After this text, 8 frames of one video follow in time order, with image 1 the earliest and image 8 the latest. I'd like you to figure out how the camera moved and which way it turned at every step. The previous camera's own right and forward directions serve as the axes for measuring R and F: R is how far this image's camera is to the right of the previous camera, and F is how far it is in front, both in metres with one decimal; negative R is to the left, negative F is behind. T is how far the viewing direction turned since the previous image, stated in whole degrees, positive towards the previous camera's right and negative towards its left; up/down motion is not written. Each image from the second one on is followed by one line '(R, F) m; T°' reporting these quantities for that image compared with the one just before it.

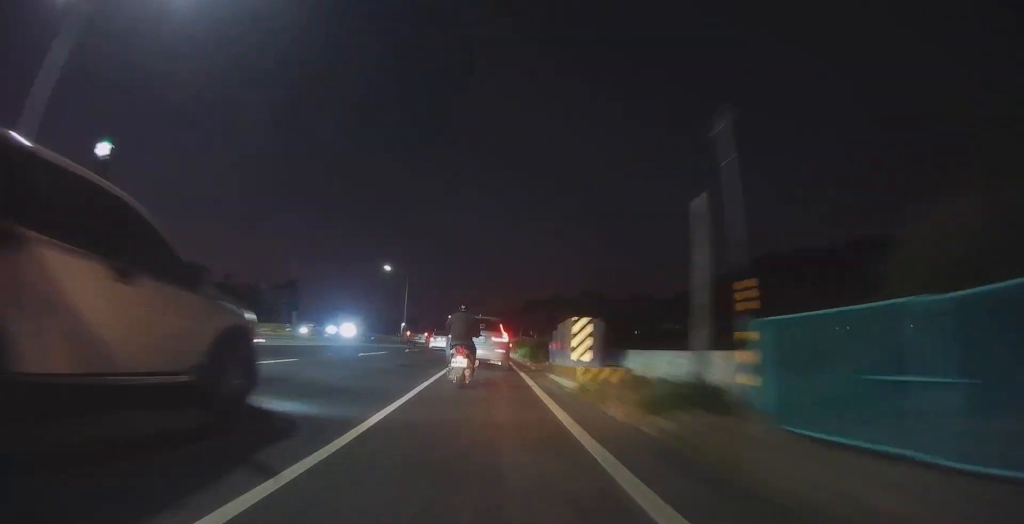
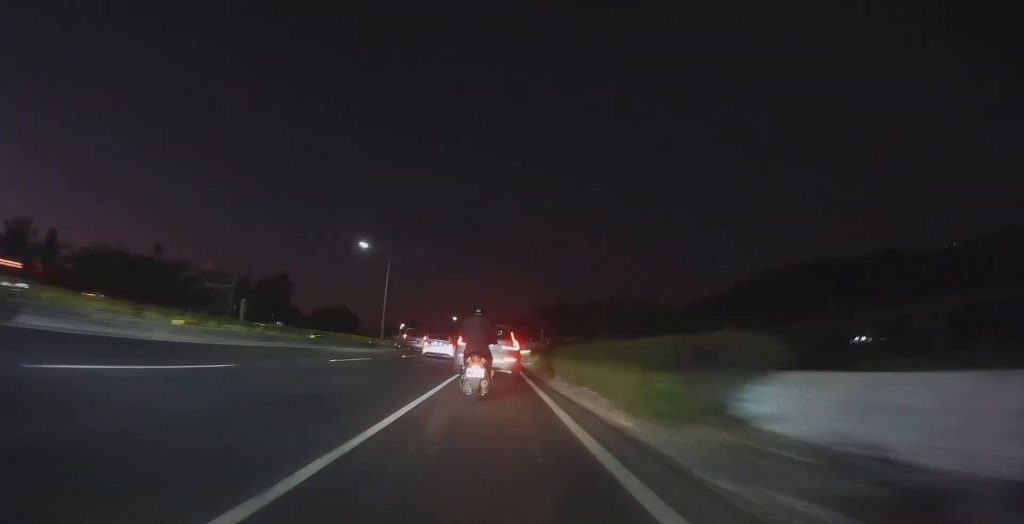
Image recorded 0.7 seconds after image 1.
(0.0, +13.6) m; +2°
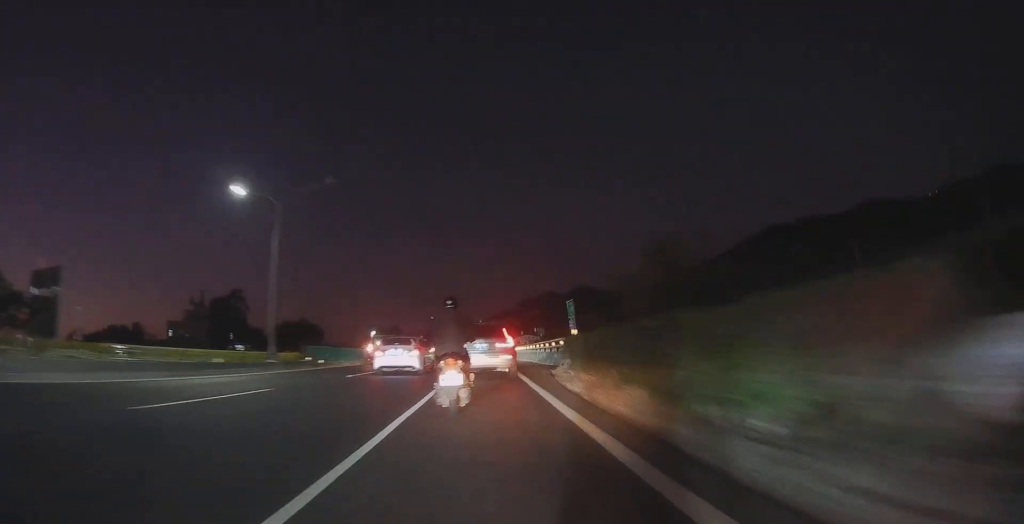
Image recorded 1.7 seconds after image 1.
(+0.7, +17.8) m; 0°
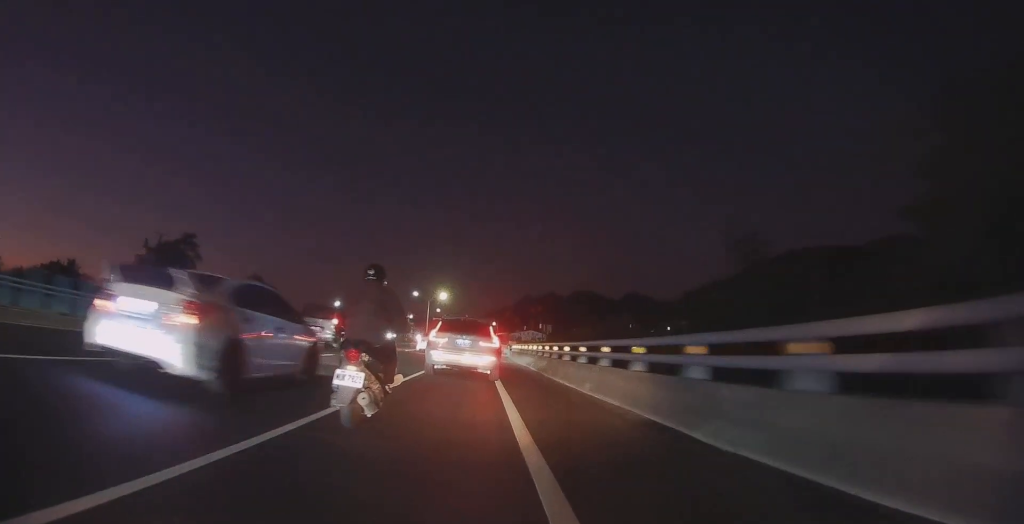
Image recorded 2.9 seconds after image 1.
(-0.9, +24.2) m; -2°
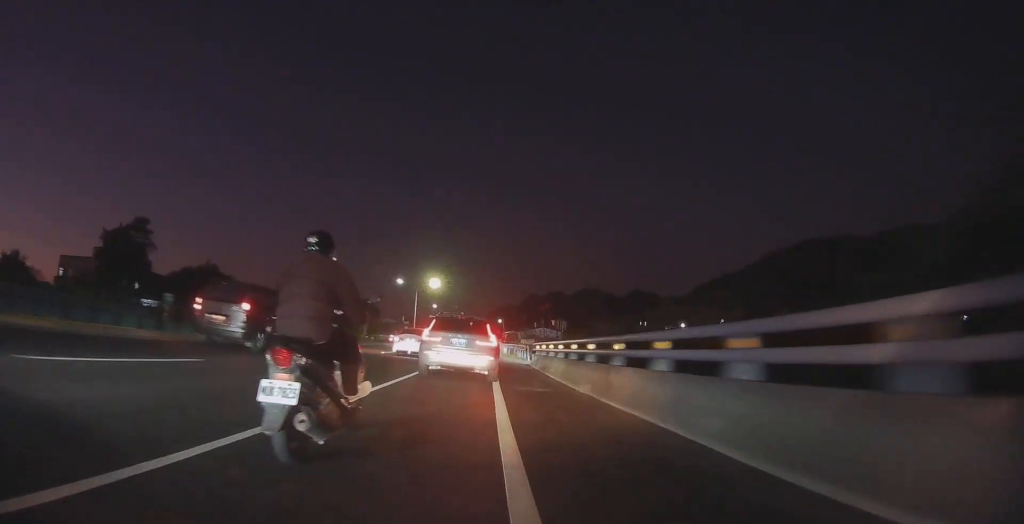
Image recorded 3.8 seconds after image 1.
(0.0, +18.0) m; 0°
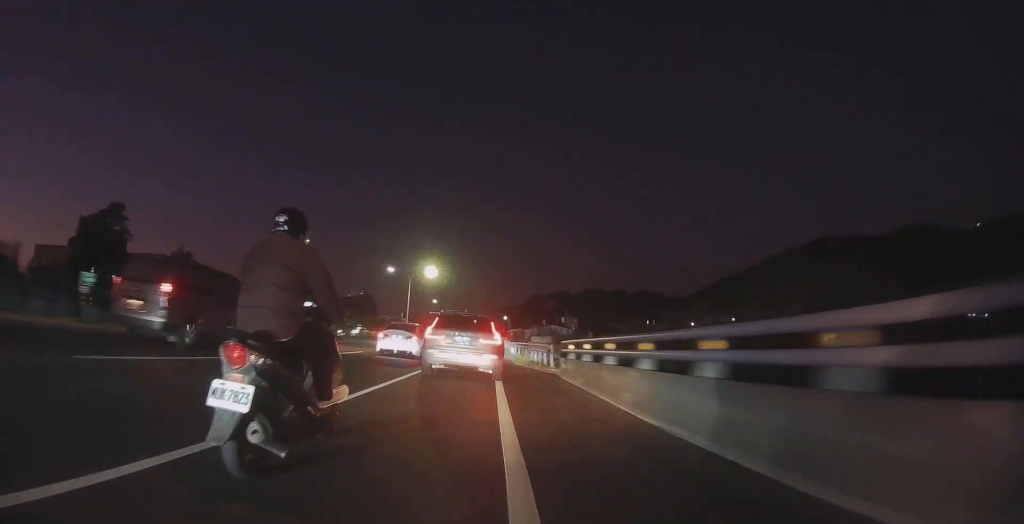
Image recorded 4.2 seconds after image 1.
(0.0, +8.8) m; 0°
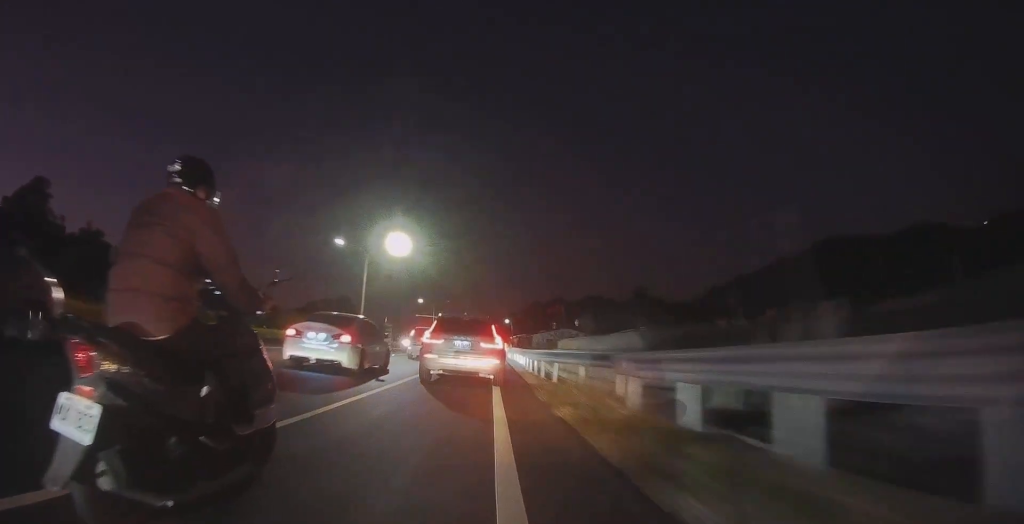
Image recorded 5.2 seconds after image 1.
(0.0, +19.1) m; 0°
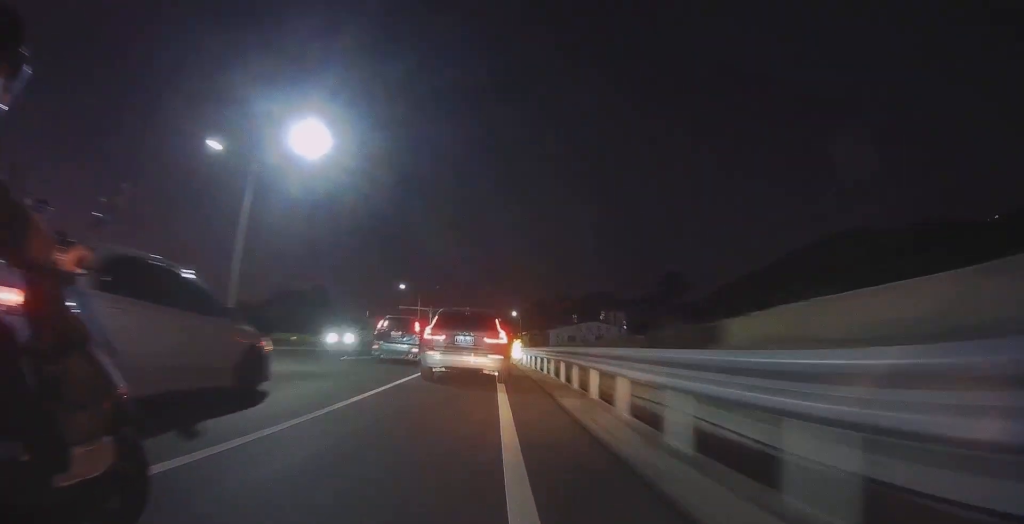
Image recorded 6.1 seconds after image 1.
(0.0, +19.2) m; 0°
